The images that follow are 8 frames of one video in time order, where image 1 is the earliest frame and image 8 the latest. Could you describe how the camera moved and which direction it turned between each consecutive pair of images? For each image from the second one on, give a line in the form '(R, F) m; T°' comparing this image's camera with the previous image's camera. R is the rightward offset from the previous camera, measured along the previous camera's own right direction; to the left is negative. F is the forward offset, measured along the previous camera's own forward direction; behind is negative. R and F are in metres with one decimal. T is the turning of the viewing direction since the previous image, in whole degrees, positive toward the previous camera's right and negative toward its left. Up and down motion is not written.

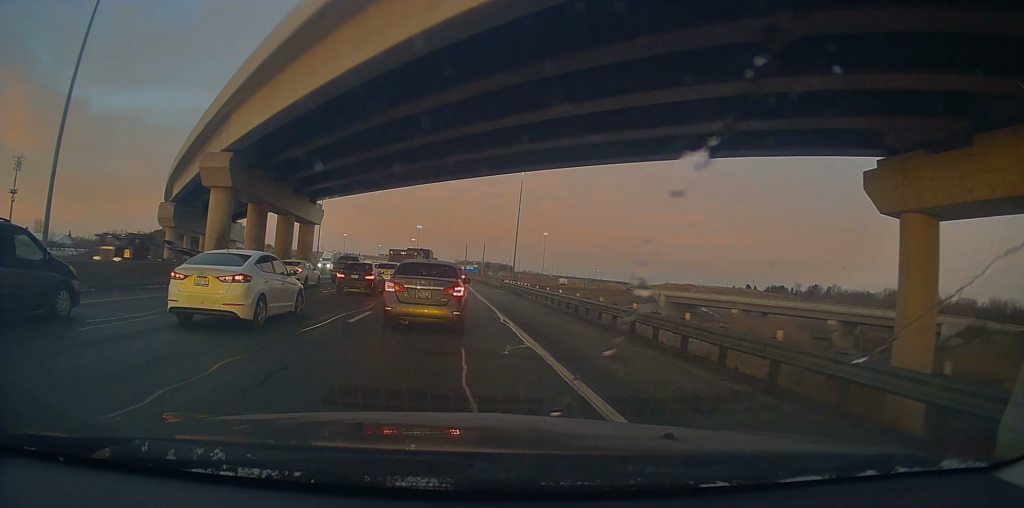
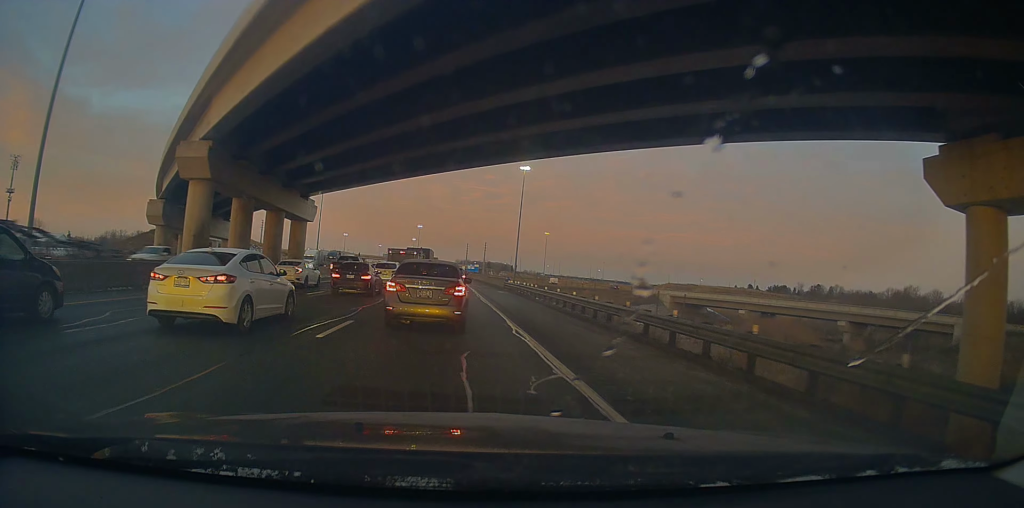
(-0.3, +3.0) m; -2°
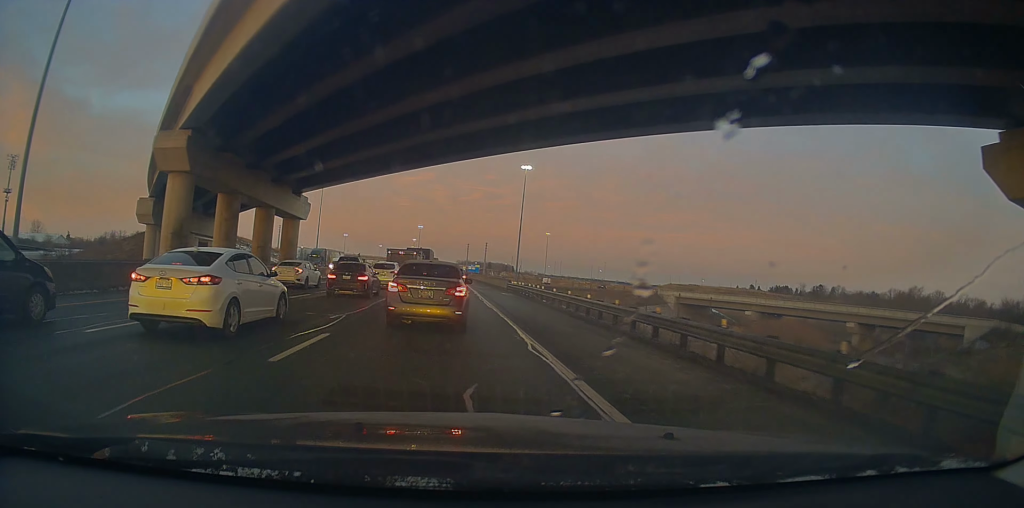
(-0.2, +2.6) m; -2°
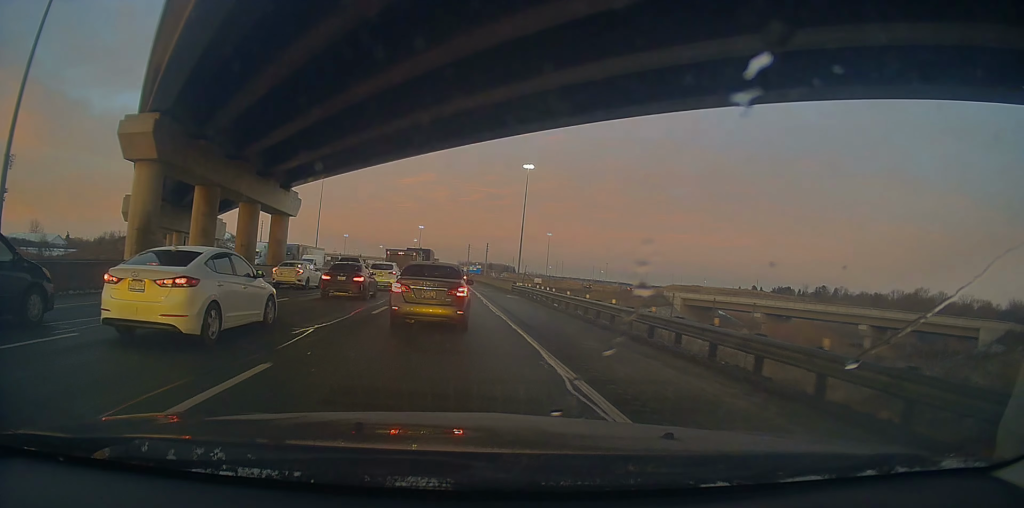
(0.0, +3.4) m; +1°
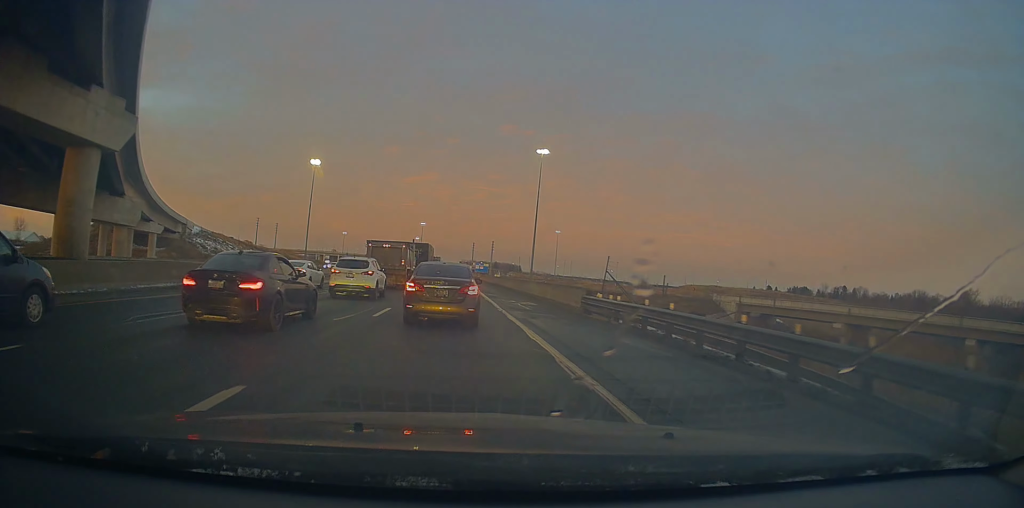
(+0.7, +24.1) m; +5°
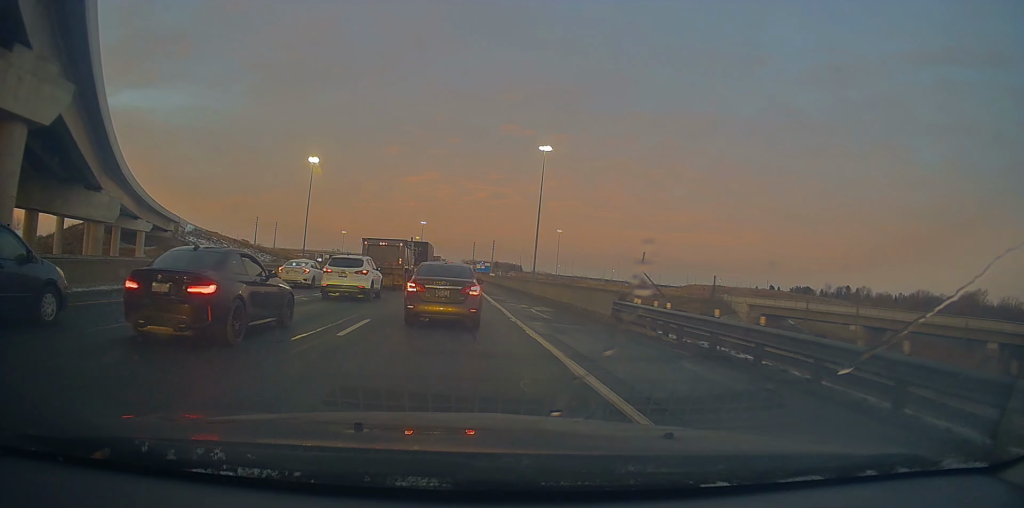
(+0.3, +4.3) m; 0°
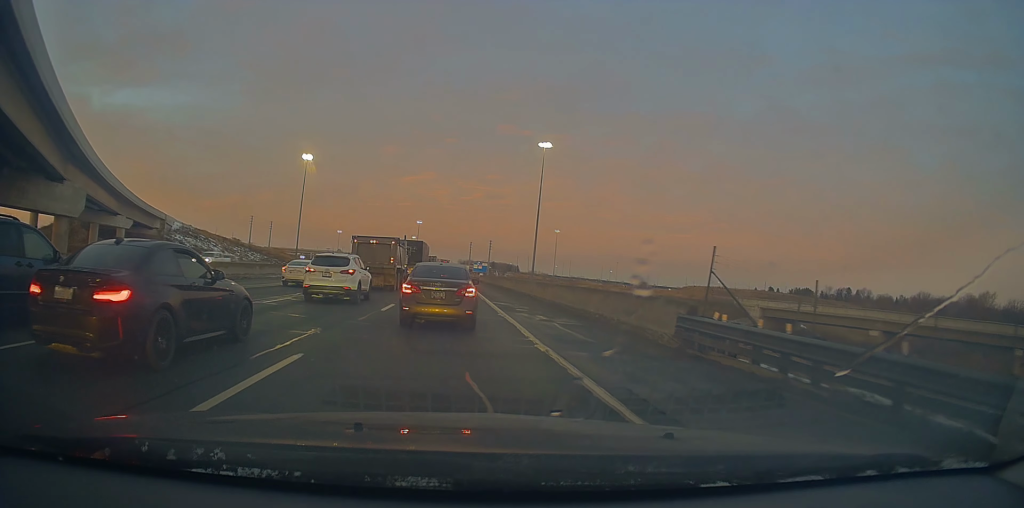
(+0.1, +5.7) m; -1°
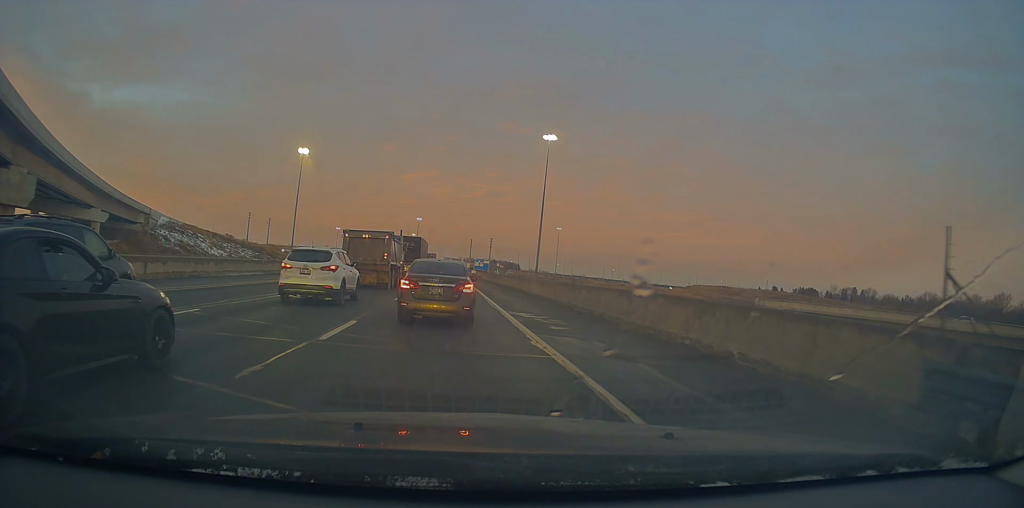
(-0.2, +7.8) m; -1°
